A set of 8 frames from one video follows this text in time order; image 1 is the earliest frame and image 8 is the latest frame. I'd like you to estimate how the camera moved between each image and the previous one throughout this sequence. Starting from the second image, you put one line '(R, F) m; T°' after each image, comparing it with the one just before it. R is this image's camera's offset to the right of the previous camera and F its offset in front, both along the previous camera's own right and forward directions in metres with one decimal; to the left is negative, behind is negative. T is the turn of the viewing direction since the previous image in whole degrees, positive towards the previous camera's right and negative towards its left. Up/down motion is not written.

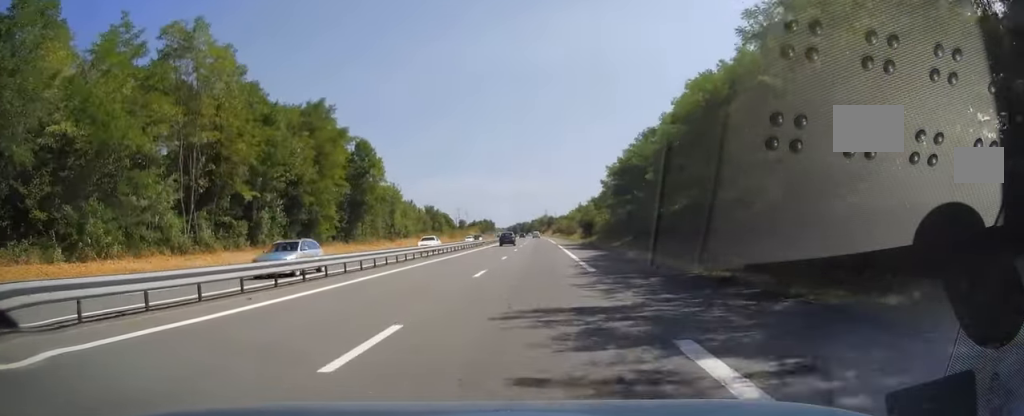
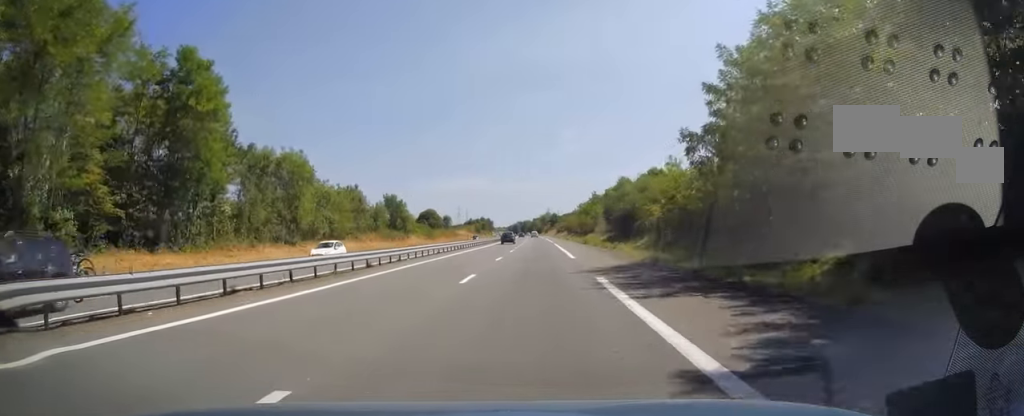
(-0.1, +45.1) m; 0°
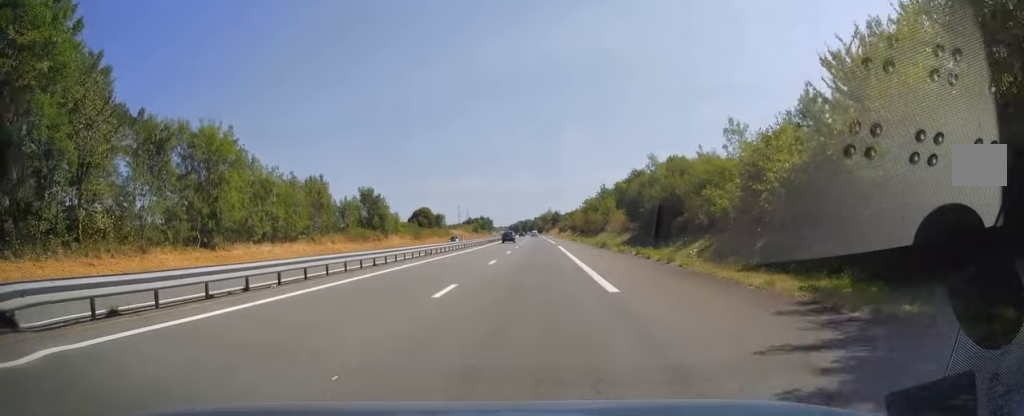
(0.0, +15.5) m; 0°
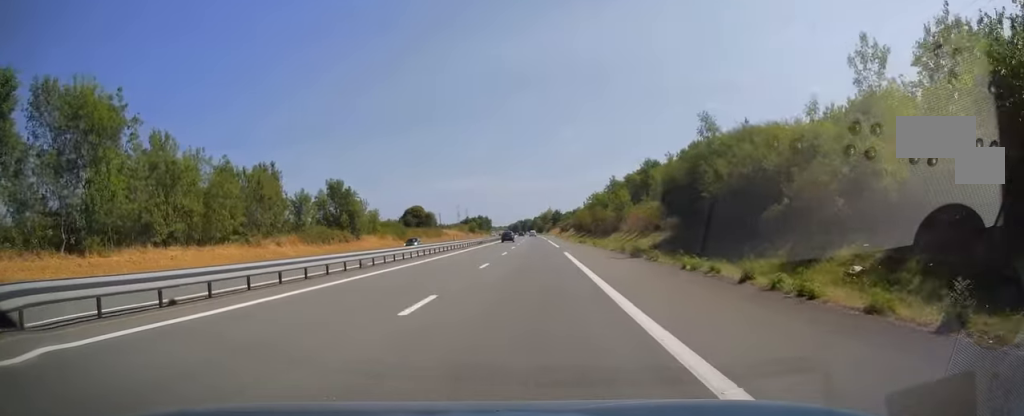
(0.0, +14.6) m; 0°
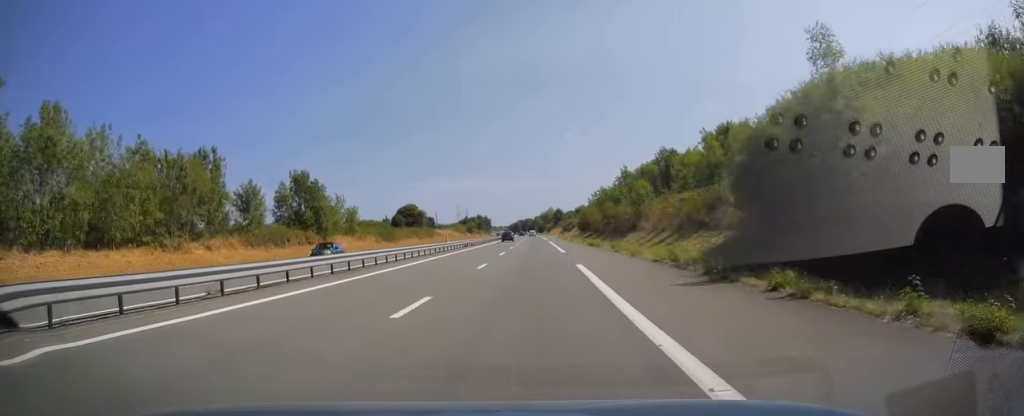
(0.0, +12.3) m; 0°
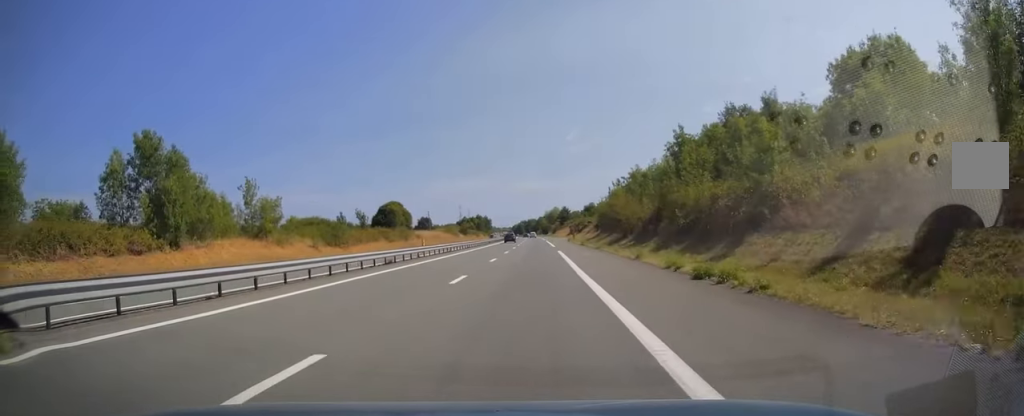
(0.0, +30.5) m; 0°
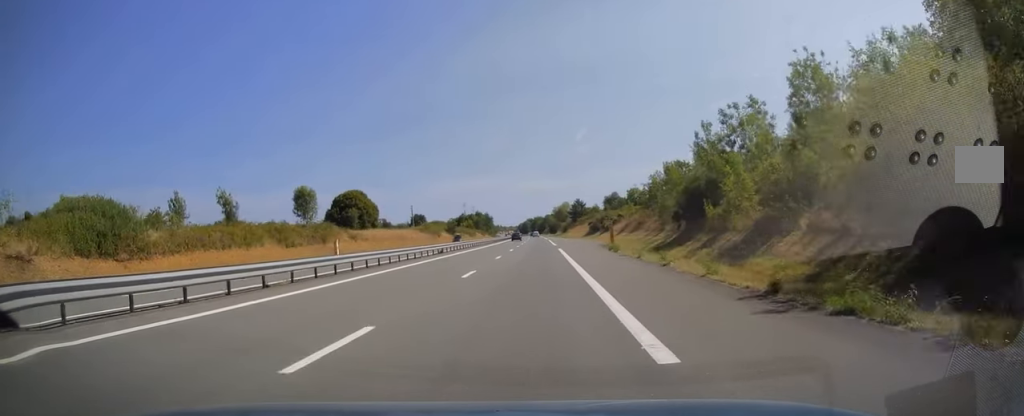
(-0.1, +48.5) m; -1°
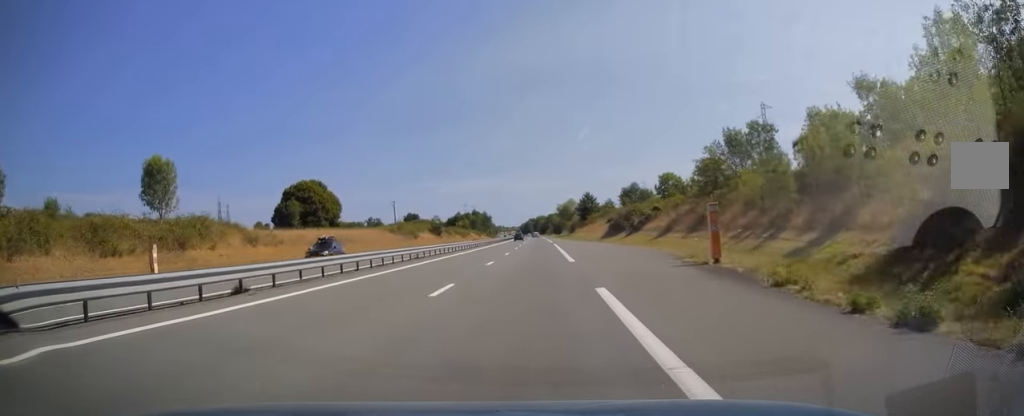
(-0.3, +31.1) m; 0°
